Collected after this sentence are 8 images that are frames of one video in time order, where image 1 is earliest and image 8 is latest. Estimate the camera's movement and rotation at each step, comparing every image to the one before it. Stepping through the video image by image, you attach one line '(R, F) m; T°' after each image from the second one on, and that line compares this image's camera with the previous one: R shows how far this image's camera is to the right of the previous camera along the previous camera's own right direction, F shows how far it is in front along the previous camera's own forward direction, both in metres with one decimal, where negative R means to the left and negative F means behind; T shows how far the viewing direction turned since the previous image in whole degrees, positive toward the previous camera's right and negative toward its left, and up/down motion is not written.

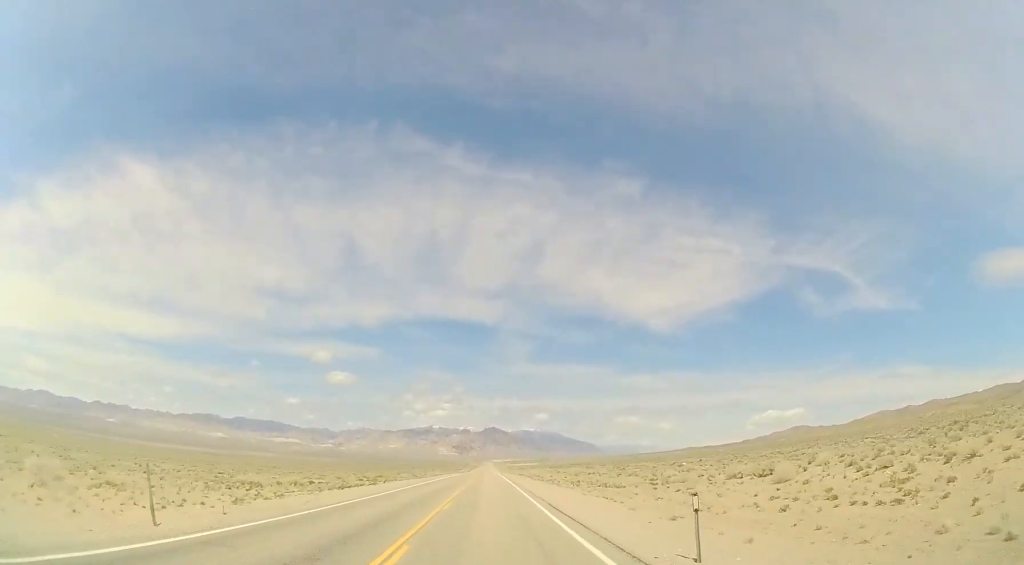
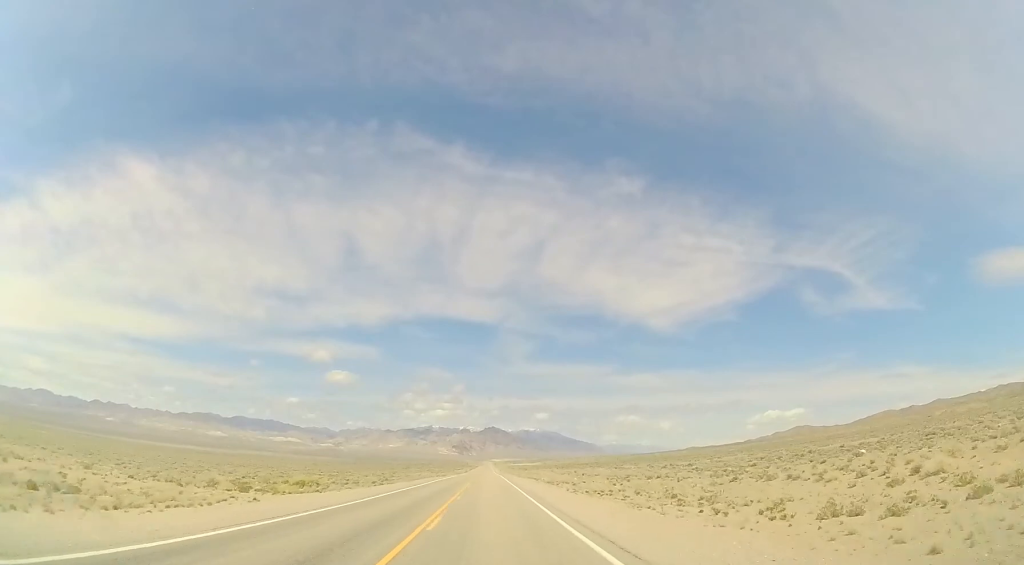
(-0.1, +30.9) m; 0°
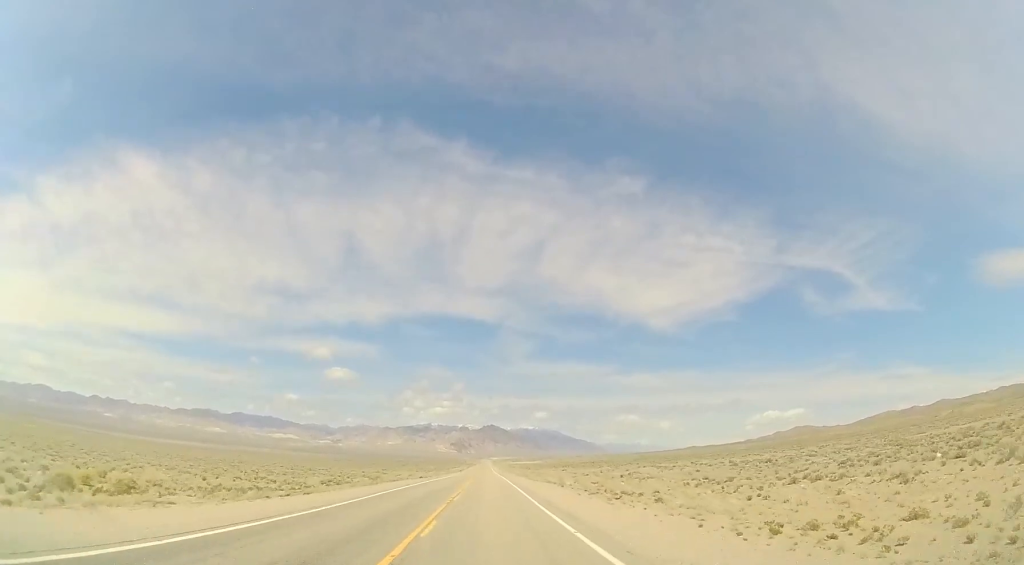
(-0.1, +26.0) m; 0°
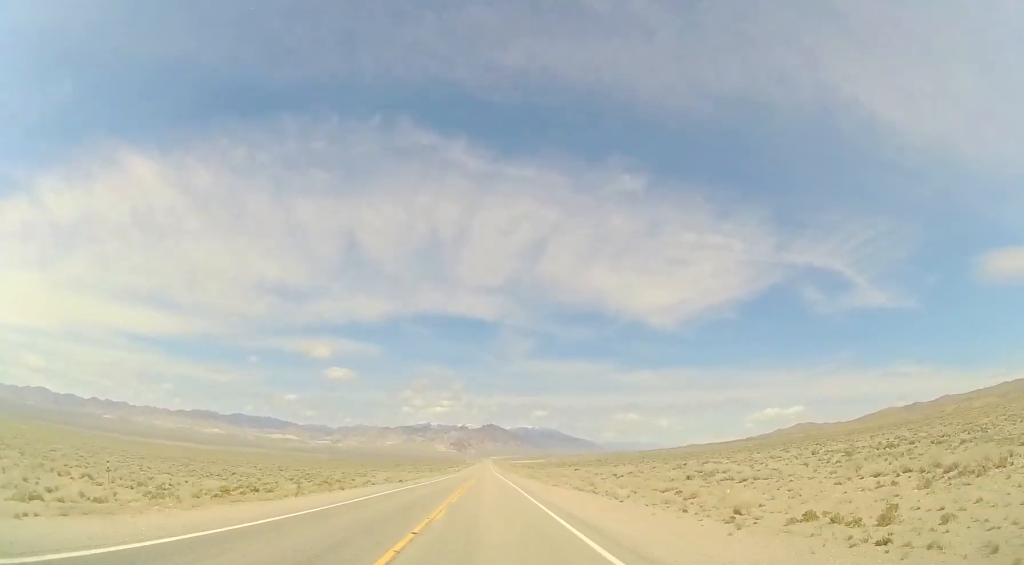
(+0.2, +21.0) m; +1°
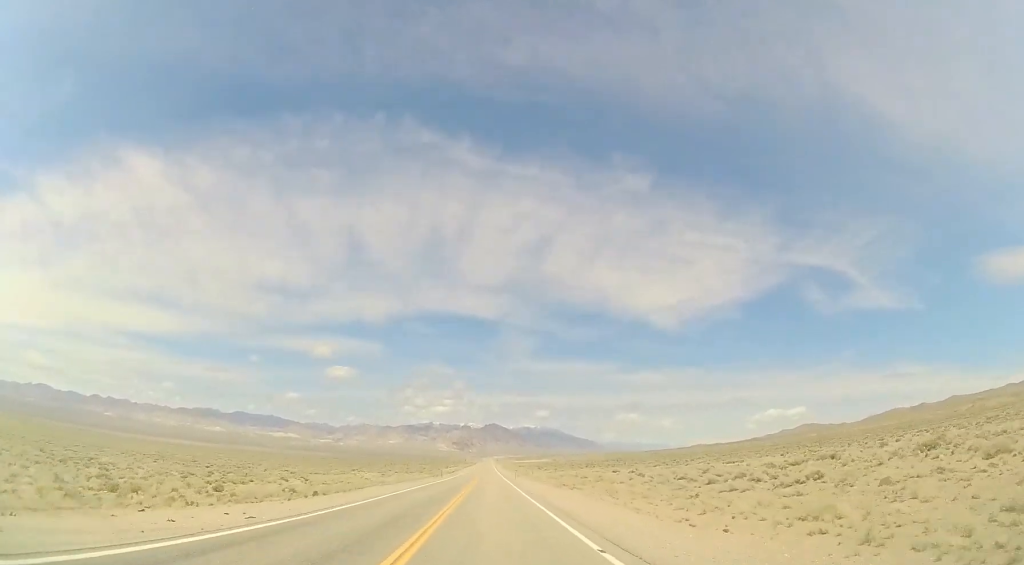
(+0.2, +35.2) m; 0°
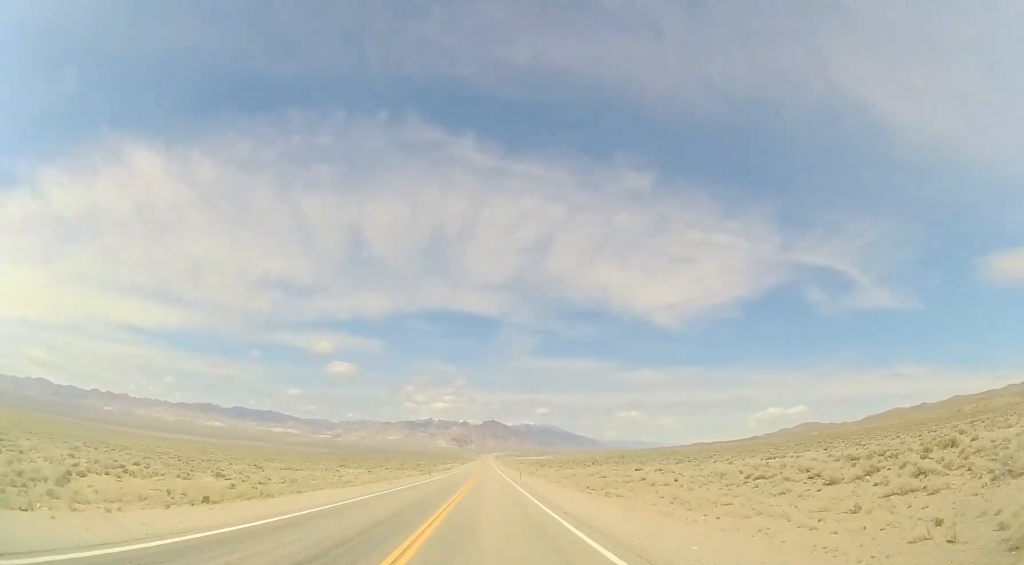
(0.0, +14.2) m; 0°
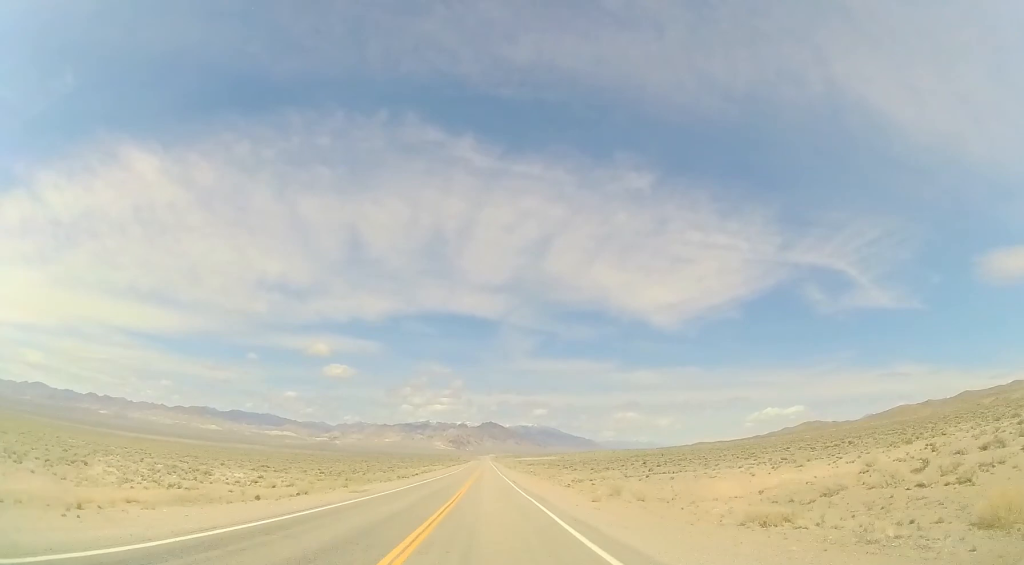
(+0.2, +61.4) m; +1°
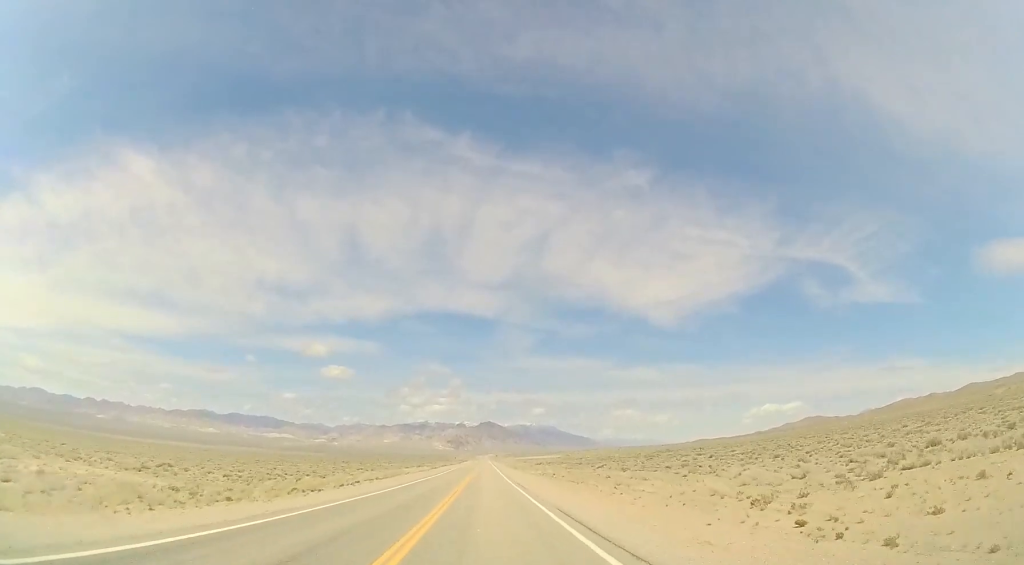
(-0.2, +37.4) m; -1°
